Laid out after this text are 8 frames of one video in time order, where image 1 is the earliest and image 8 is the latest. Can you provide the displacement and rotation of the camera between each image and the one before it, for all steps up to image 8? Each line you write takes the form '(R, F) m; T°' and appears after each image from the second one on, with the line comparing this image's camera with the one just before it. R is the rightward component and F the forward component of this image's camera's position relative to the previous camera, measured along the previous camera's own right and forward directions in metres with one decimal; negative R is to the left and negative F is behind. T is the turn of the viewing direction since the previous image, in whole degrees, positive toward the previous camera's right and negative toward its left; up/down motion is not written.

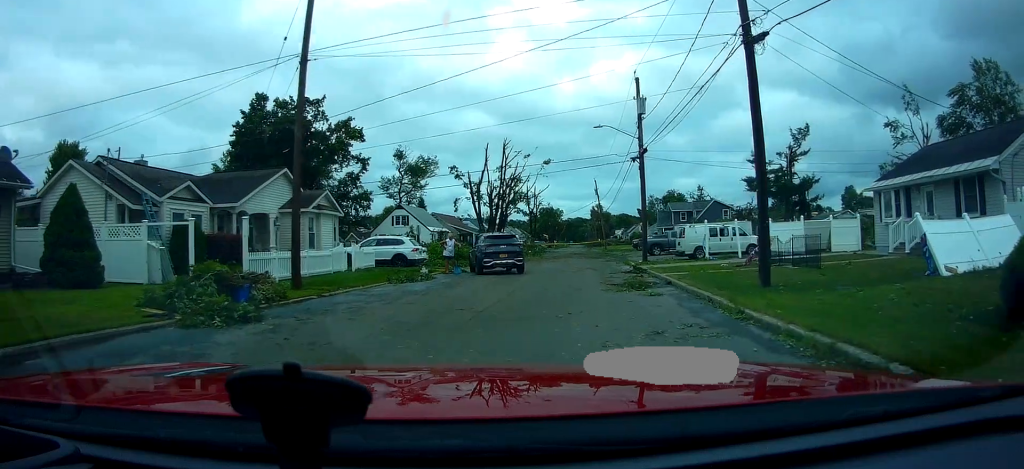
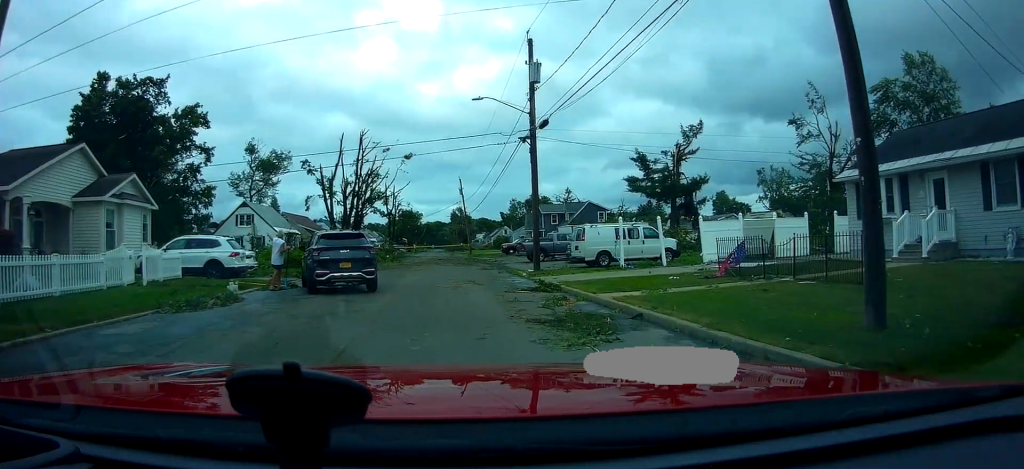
(+3.0, +7.7) m; +20°
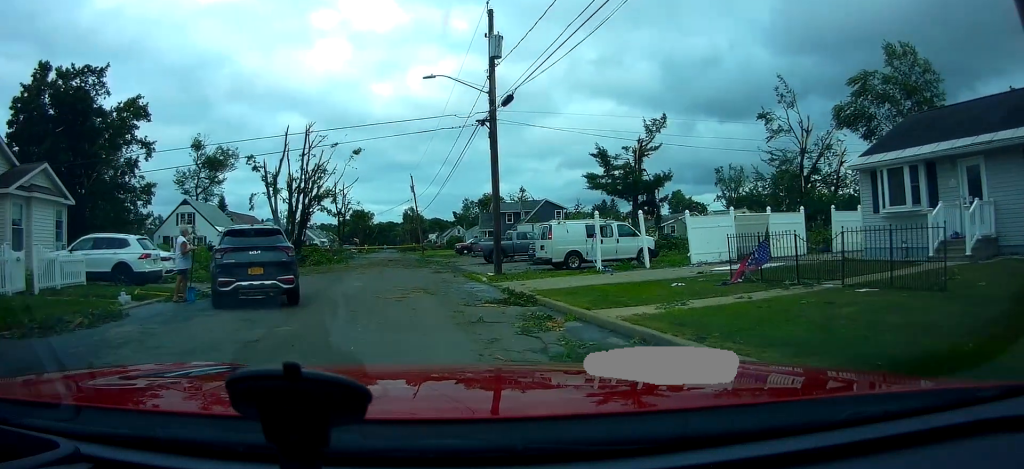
(-0.2, +3.6) m; -3°
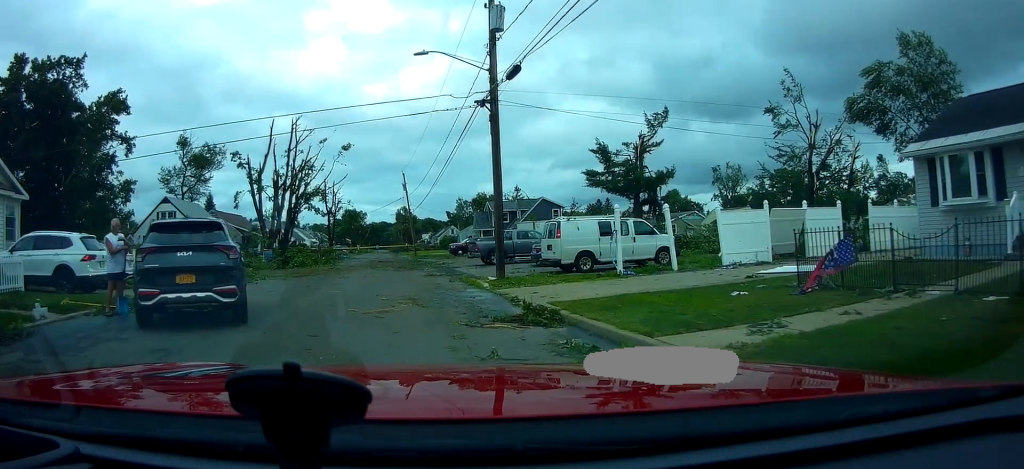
(-0.4, +2.9) m; +1°
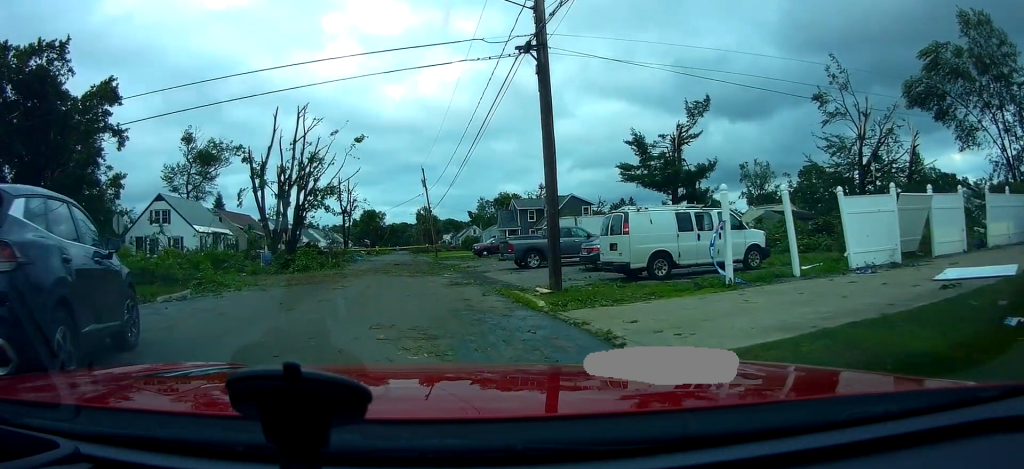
(+1.0, +5.6) m; +10°
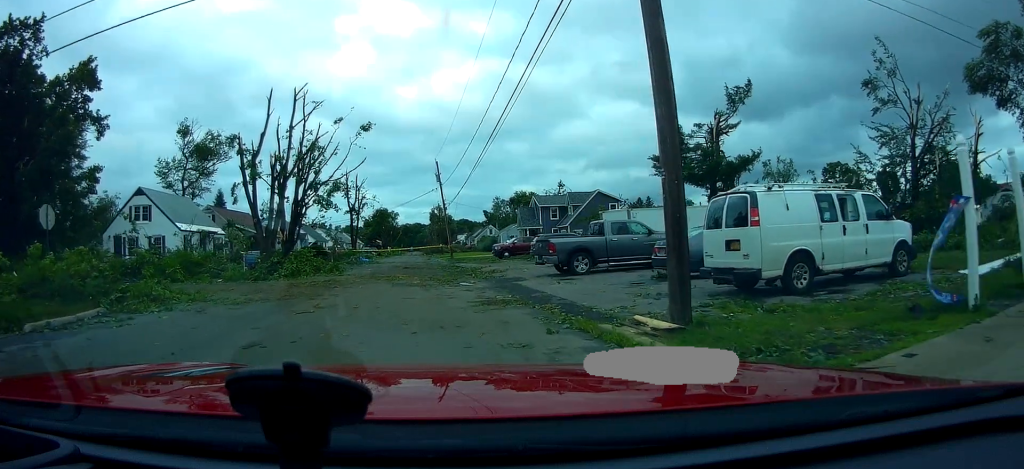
(0.0, +6.3) m; -10°
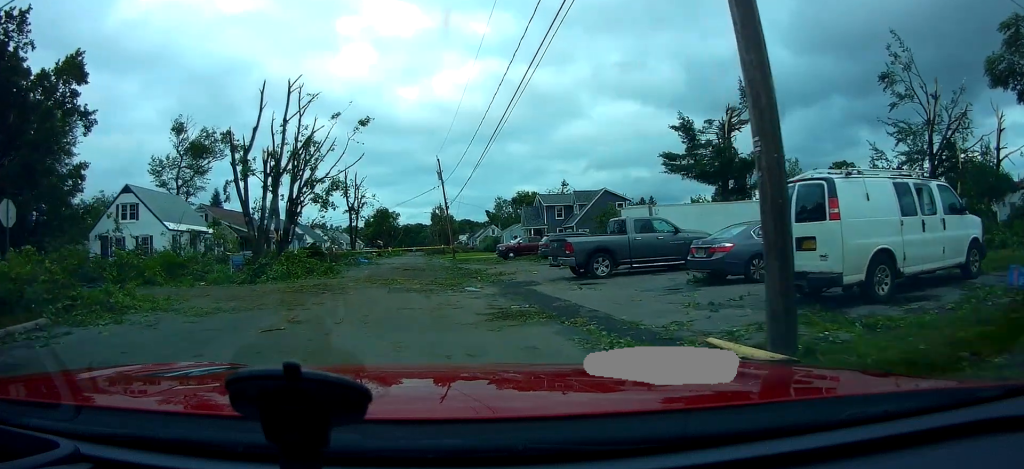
(-0.3, +2.3) m; -1°
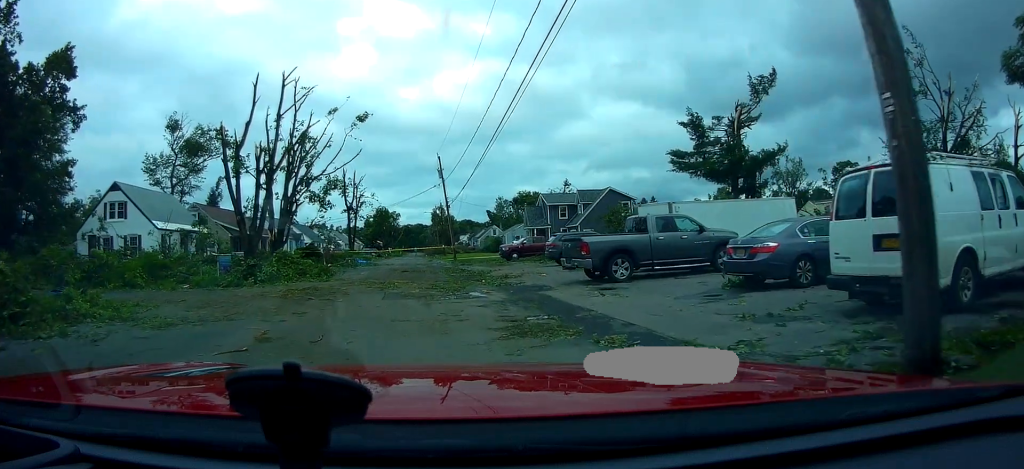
(-0.4, +1.8) m; 0°
